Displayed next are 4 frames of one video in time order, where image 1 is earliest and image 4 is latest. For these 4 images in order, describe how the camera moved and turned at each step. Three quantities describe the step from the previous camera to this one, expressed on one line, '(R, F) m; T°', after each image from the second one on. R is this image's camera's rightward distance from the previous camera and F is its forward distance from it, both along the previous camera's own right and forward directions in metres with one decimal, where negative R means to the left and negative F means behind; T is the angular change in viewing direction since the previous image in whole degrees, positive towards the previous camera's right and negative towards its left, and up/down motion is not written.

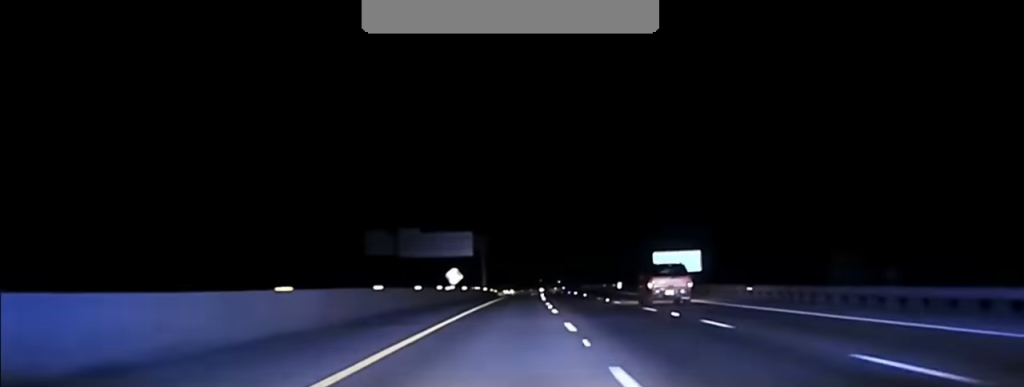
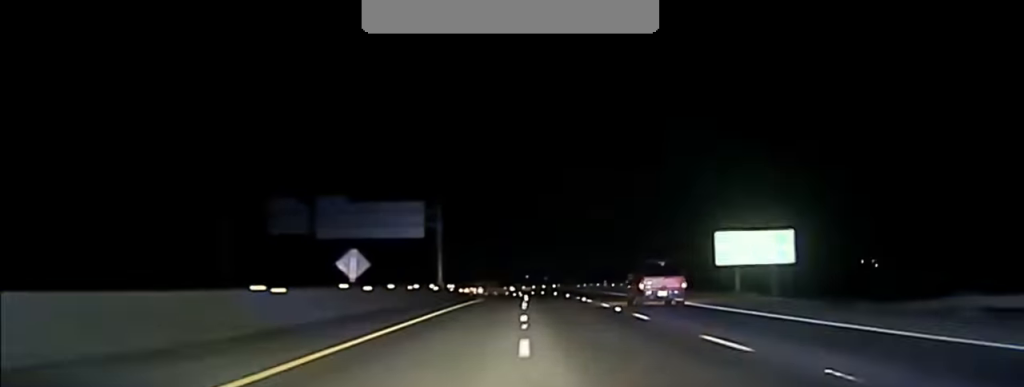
(+0.7, +45.0) m; +1°
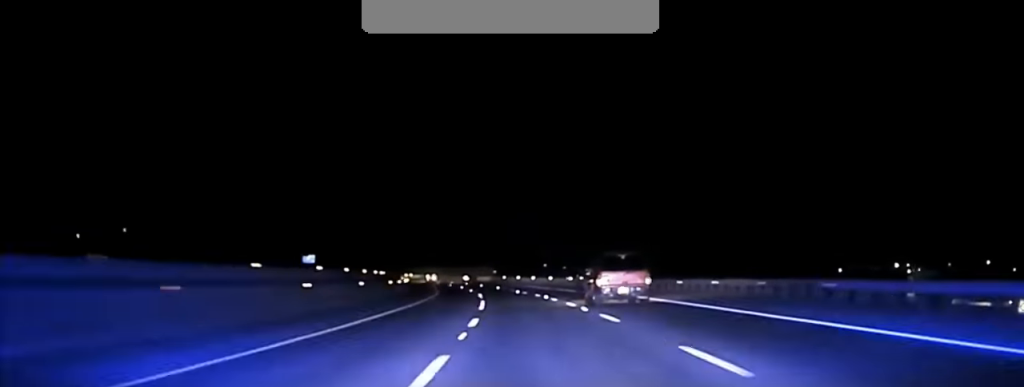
(-0.6, +98.4) m; -1°
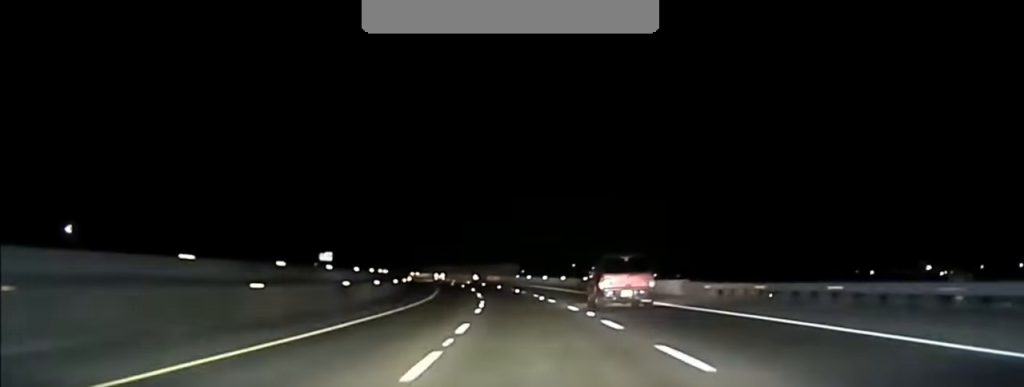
(0.0, +20.8) m; -1°
